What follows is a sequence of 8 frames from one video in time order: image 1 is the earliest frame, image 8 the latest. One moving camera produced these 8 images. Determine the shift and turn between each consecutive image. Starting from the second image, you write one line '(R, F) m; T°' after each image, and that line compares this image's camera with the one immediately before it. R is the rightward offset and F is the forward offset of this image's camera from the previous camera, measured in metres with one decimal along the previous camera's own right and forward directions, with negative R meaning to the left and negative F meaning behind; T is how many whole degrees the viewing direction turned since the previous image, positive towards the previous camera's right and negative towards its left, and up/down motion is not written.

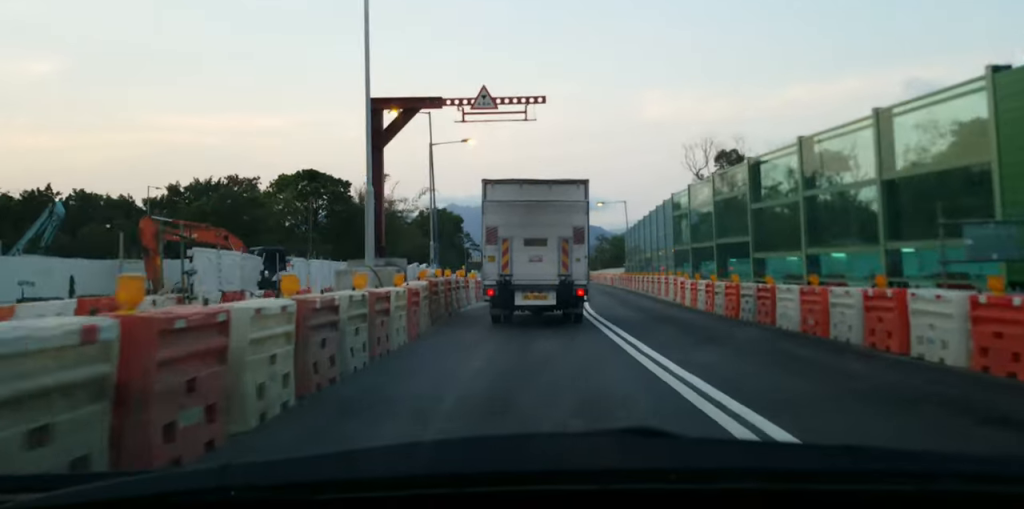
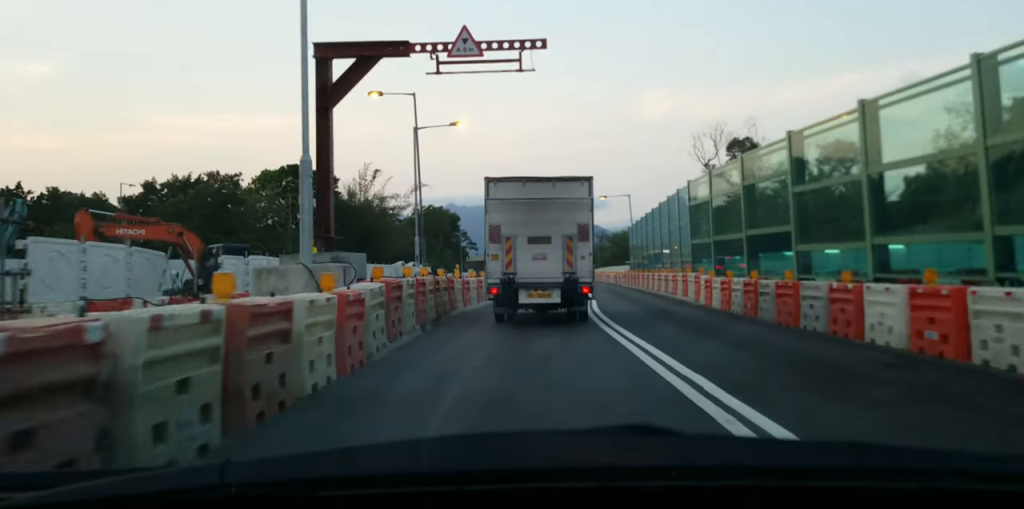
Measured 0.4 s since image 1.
(0.0, +4.7) m; +1°
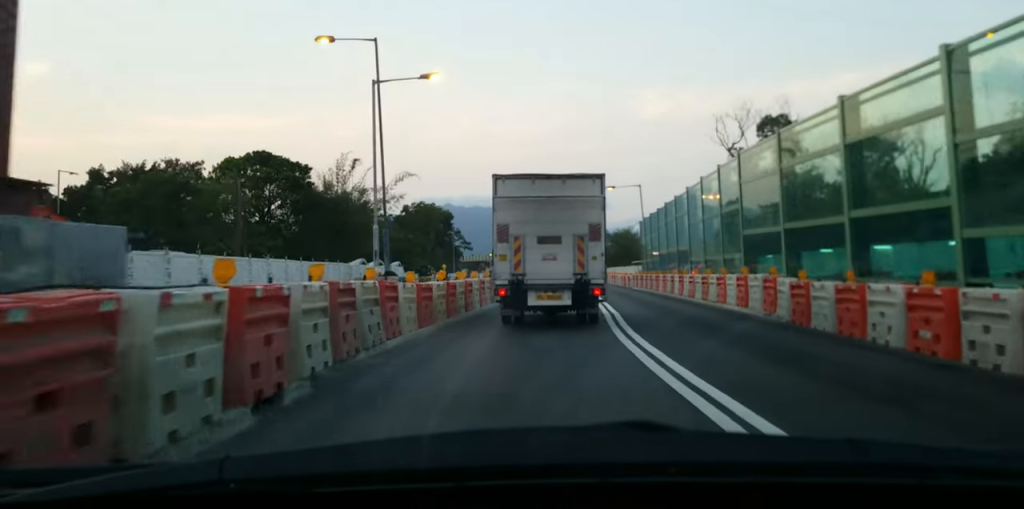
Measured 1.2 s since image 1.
(-0.1, +9.0) m; +2°
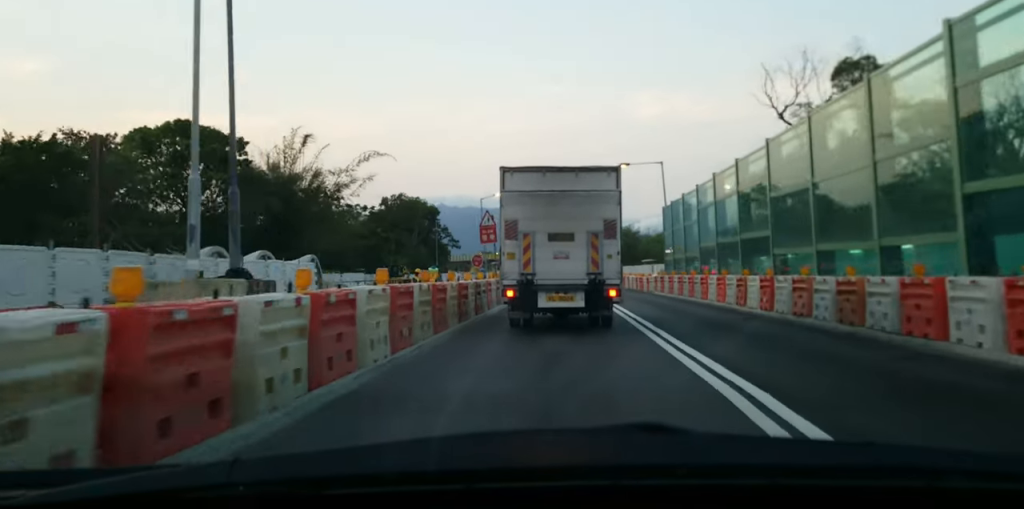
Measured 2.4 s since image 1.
(+0.4, +14.1) m; 0°
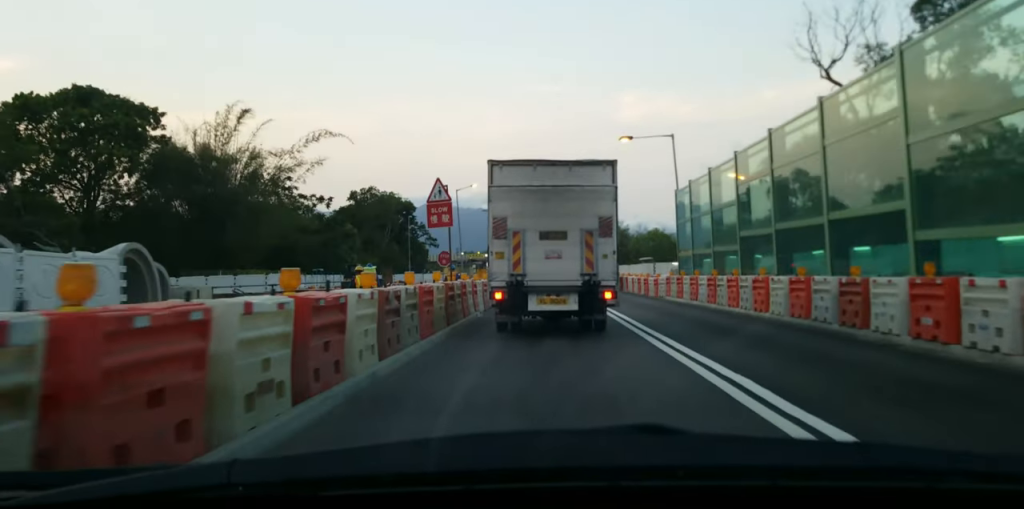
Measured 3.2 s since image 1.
(-0.5, +10.2) m; 0°
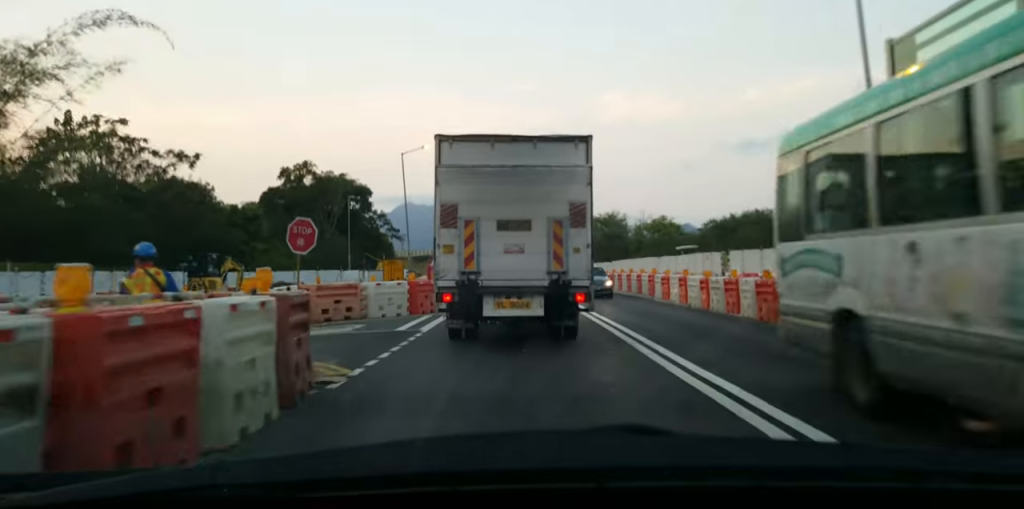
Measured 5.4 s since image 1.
(+0.8, +24.6) m; +1°
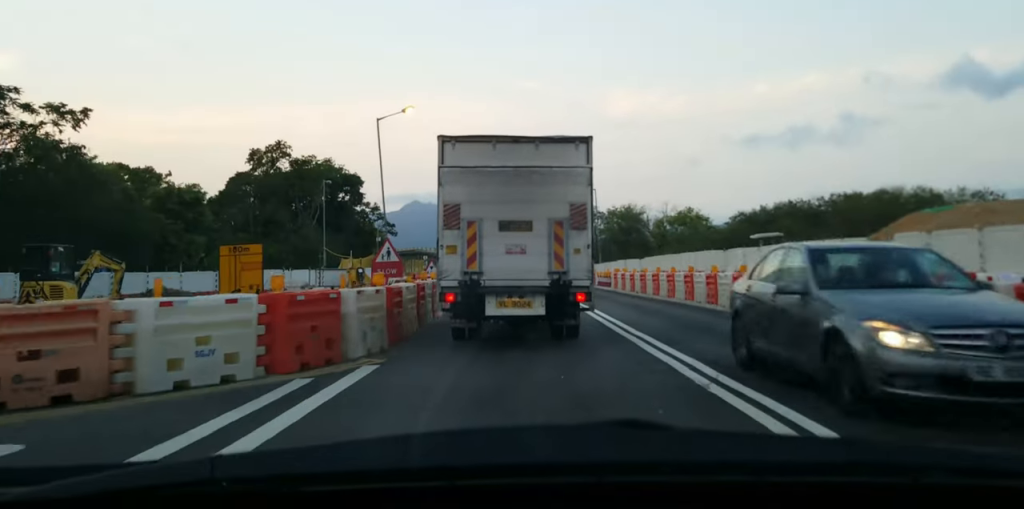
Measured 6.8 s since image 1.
(0.0, +13.8) m; 0°
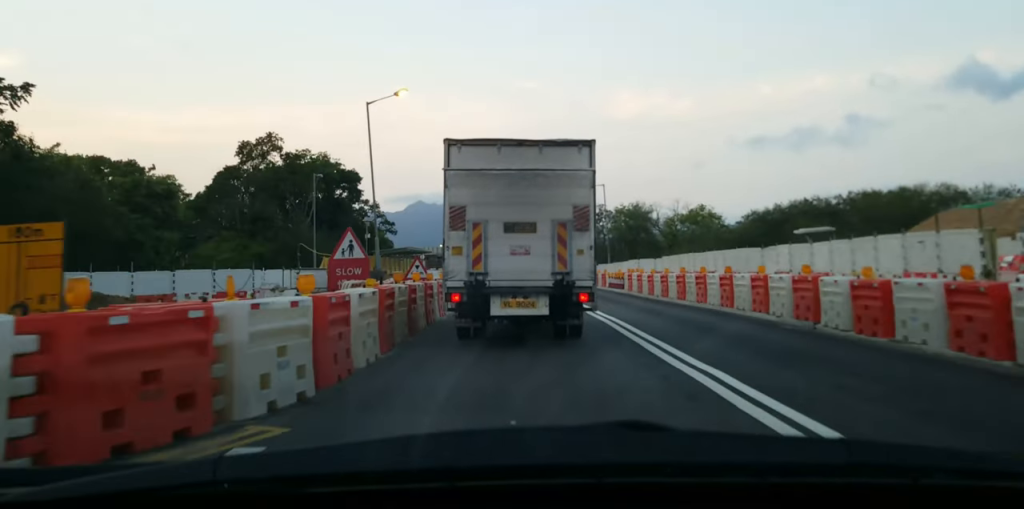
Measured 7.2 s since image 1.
(0.0, +4.8) m; 0°
